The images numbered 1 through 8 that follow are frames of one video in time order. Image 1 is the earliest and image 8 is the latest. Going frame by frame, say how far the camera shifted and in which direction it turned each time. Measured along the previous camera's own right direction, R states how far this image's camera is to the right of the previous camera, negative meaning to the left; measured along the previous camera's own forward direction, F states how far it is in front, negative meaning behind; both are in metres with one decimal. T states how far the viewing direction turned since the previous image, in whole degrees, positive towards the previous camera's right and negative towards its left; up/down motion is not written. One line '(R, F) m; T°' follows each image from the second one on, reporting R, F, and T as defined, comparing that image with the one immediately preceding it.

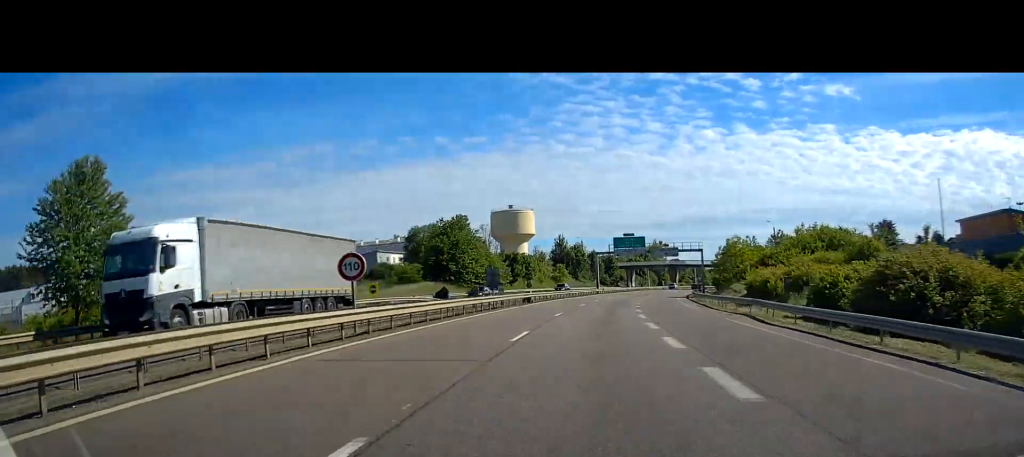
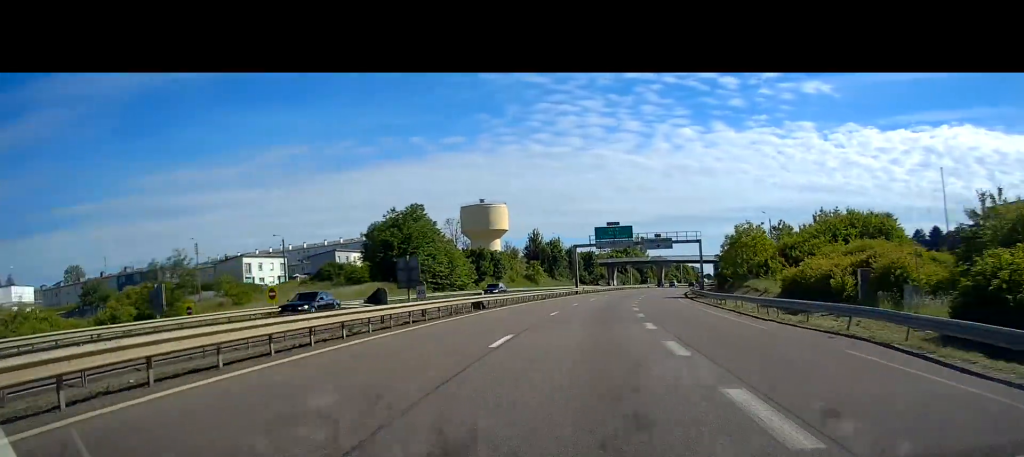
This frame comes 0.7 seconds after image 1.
(0.0, +15.5) m; +2°
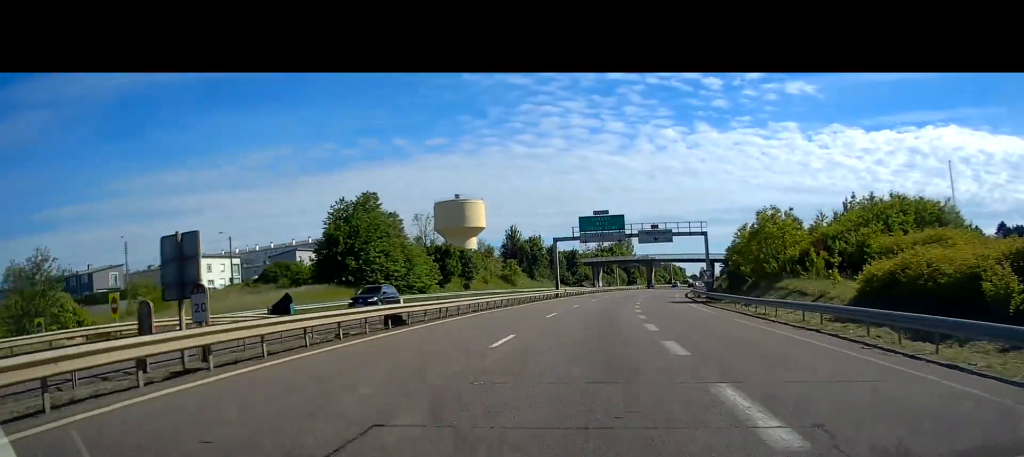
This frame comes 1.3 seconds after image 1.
(+0.2, +14.1) m; +2°
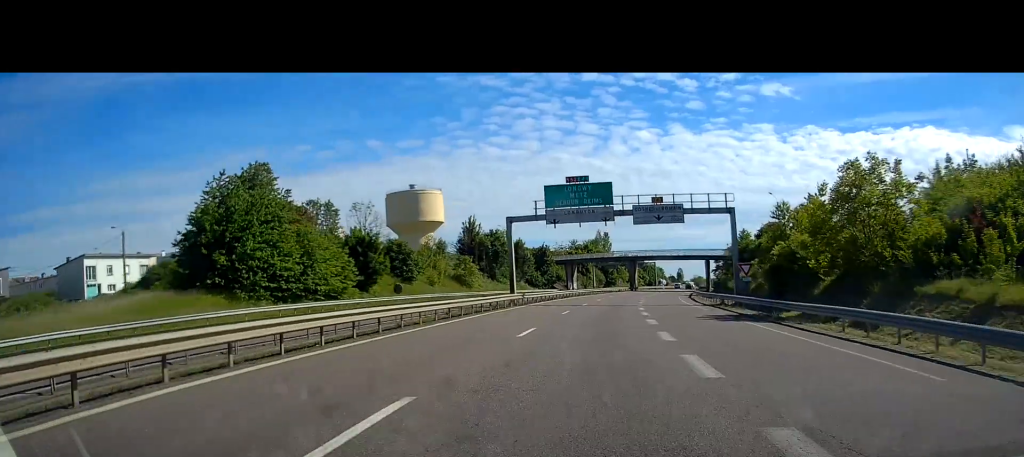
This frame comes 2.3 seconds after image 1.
(+0.8, +22.5) m; +3°
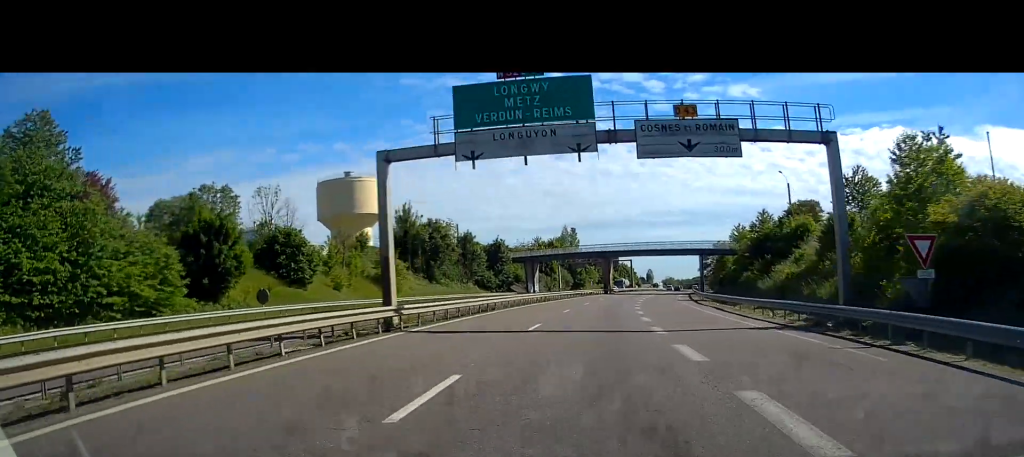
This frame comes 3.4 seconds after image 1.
(+0.7, +24.2) m; +3°
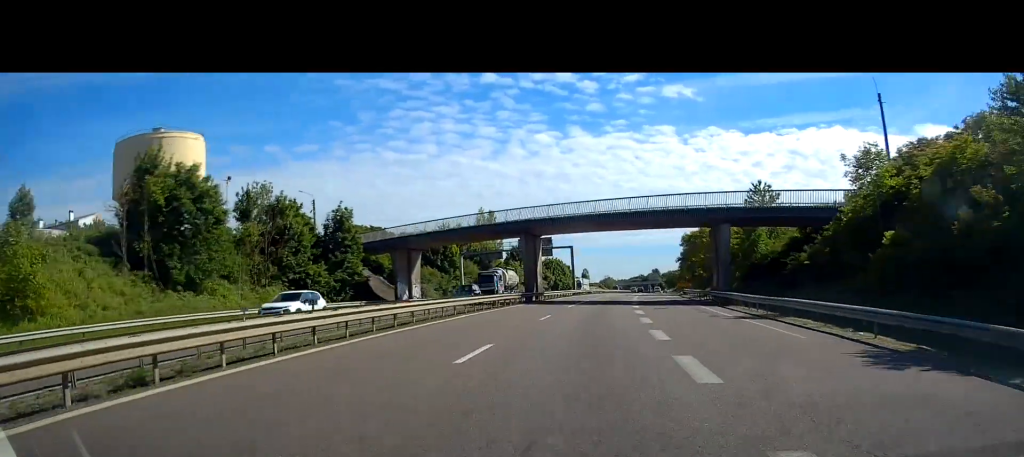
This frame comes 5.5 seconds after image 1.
(+2.1, +48.4) m; +4°
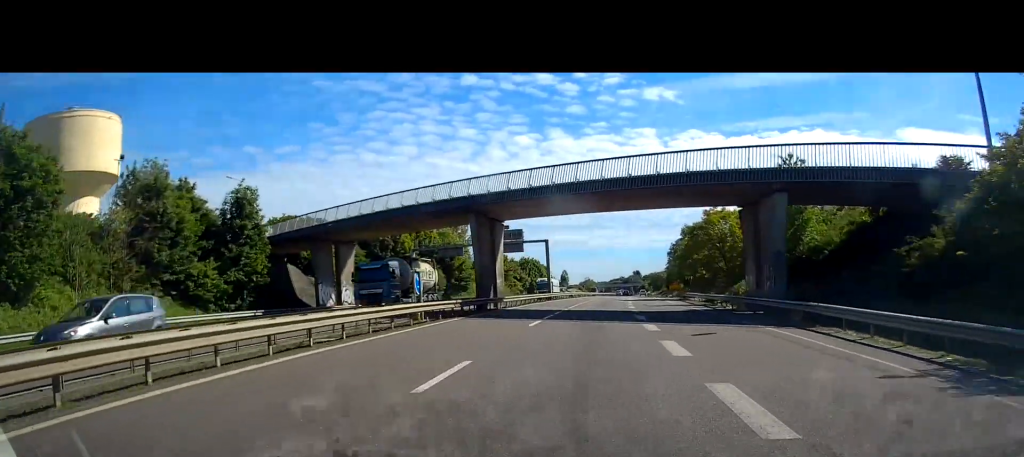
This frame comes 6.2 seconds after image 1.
(+0.1, +16.0) m; +1°
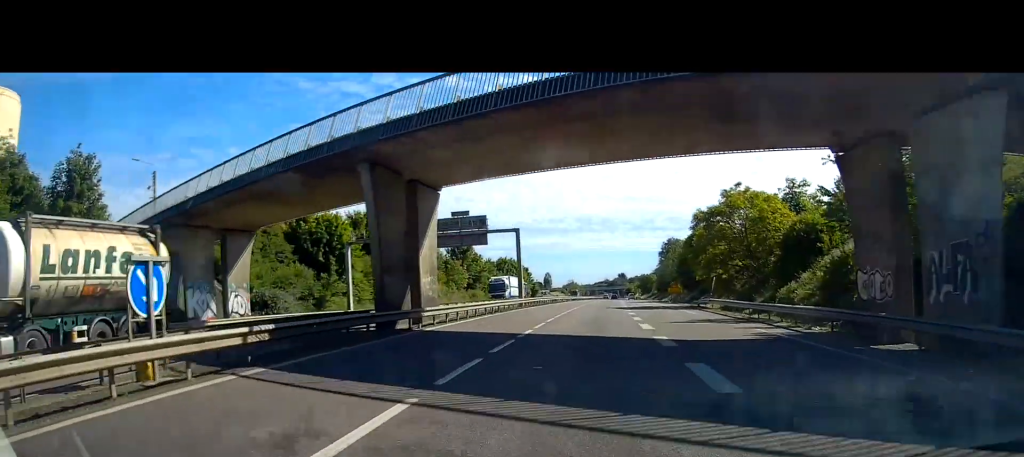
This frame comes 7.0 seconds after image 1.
(-0.1, +16.8) m; +1°
